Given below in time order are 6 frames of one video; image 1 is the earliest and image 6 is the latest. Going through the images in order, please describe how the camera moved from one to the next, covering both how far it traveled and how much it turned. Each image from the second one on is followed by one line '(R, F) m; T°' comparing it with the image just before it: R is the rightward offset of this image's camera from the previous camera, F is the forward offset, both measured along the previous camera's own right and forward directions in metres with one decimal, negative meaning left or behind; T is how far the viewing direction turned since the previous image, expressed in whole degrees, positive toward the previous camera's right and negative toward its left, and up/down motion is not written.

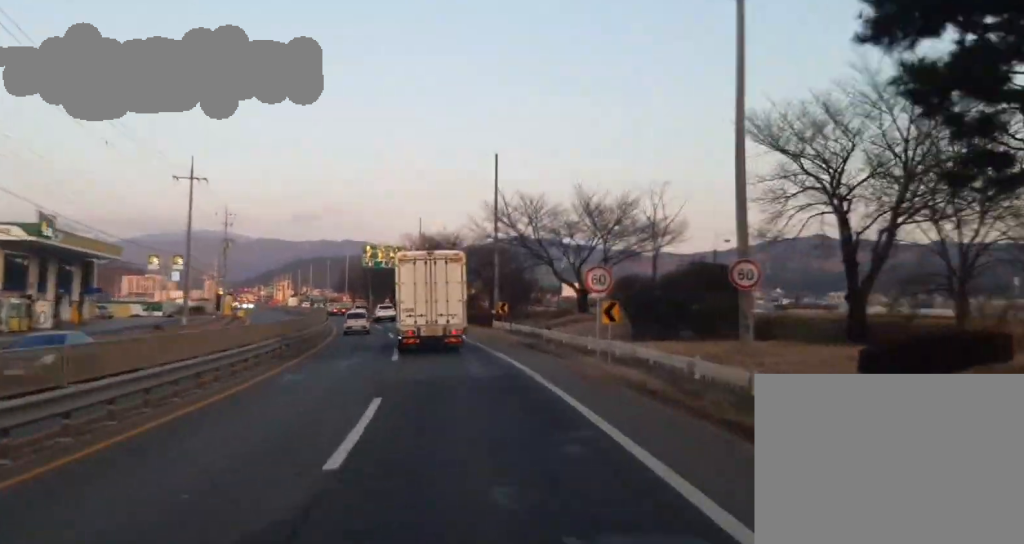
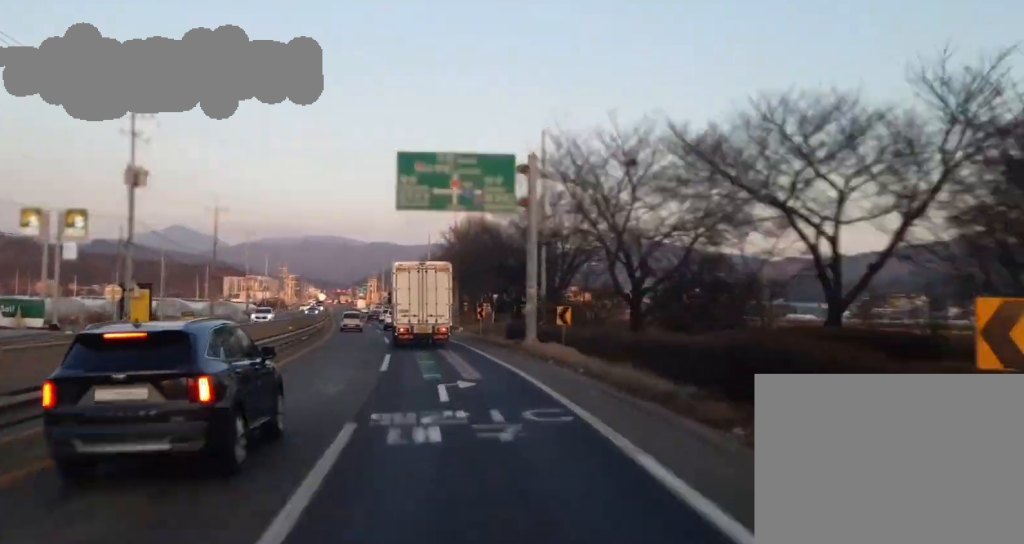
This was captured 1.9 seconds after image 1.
(-3.5, +64.8) m; -6°
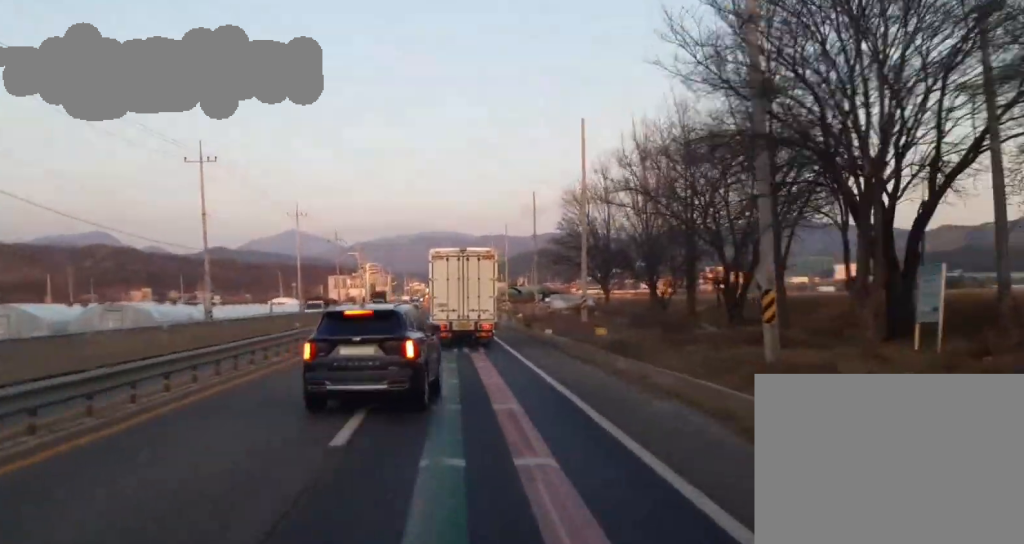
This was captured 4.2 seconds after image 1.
(-5.9, +75.5) m; -7°
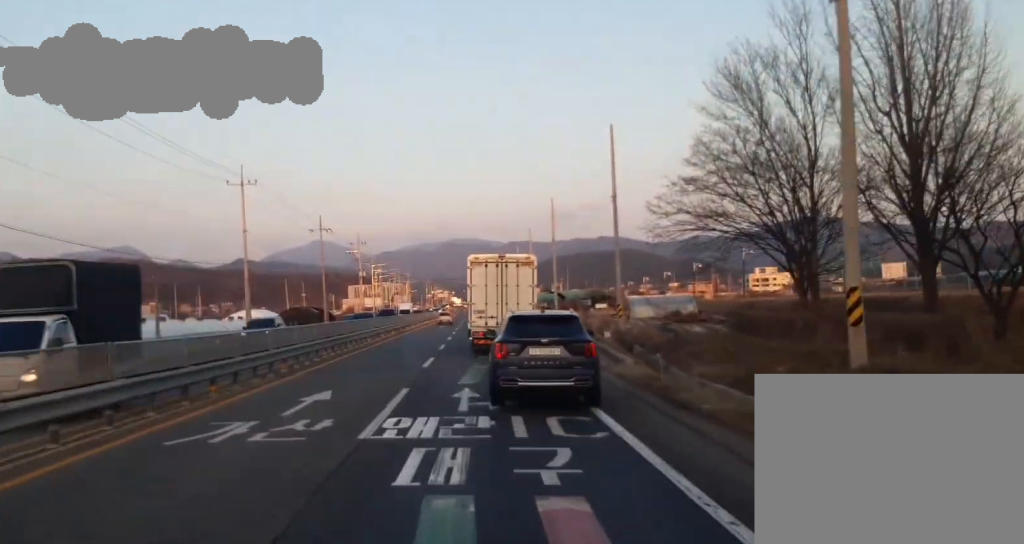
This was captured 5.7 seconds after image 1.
(0.0, +44.2) m; 0°
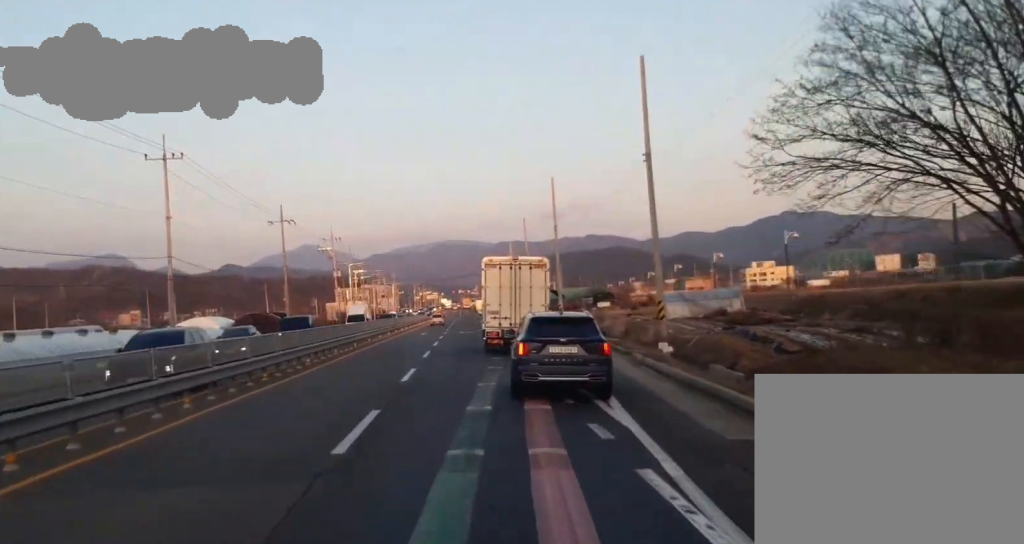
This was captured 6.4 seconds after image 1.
(0.0, +19.2) m; 0°
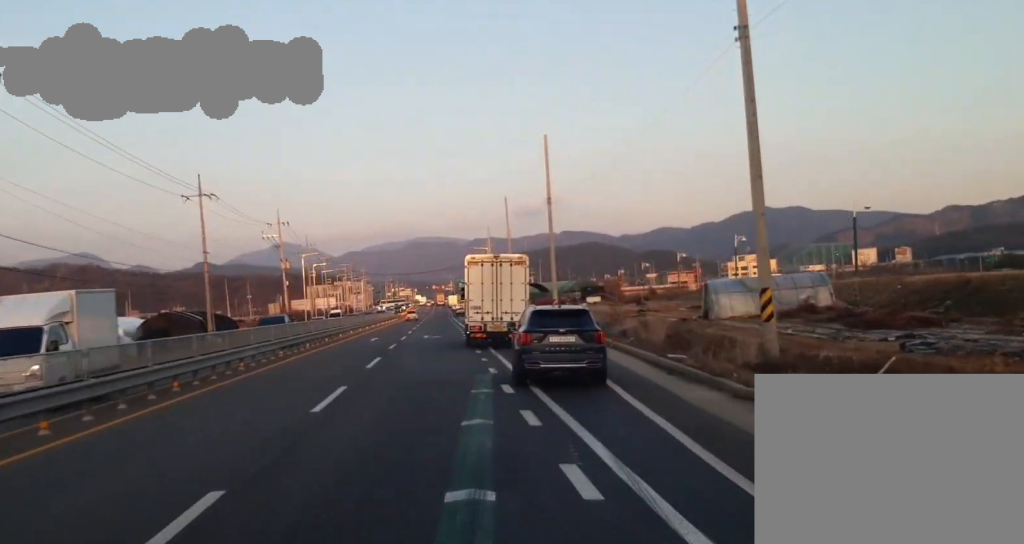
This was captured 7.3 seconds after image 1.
(0.0, +22.4) m; +1°
